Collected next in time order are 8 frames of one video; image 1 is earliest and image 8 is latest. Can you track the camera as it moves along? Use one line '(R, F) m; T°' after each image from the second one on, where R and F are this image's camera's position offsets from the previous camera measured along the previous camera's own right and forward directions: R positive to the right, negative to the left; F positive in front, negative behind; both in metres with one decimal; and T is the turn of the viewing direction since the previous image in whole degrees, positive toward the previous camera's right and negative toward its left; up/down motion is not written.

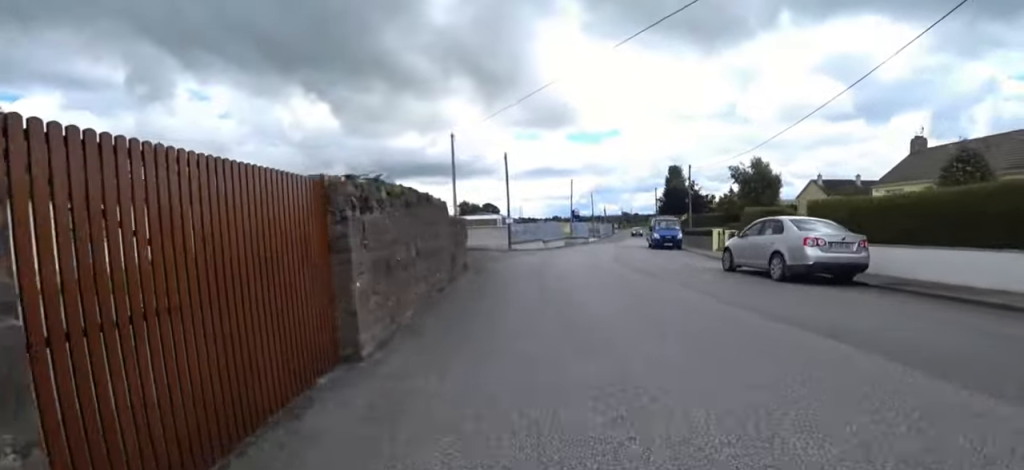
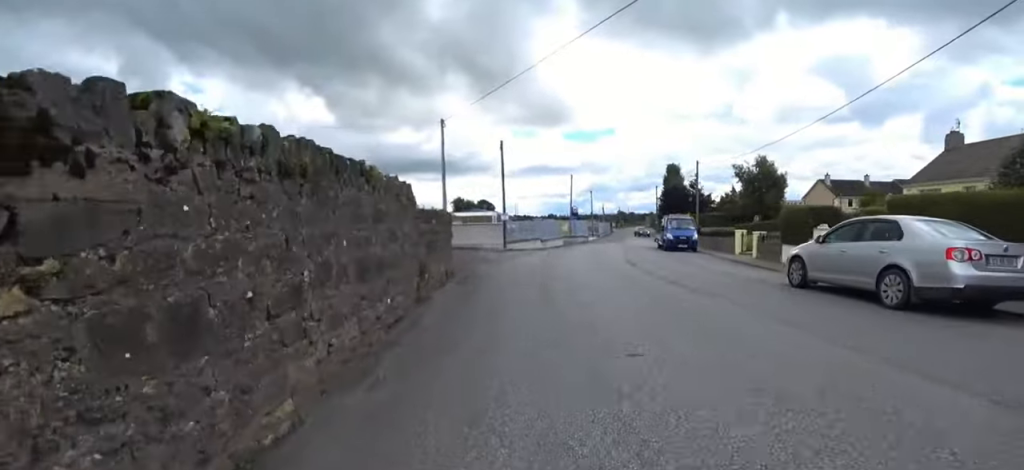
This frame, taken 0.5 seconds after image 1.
(-0.8, +3.3) m; 0°
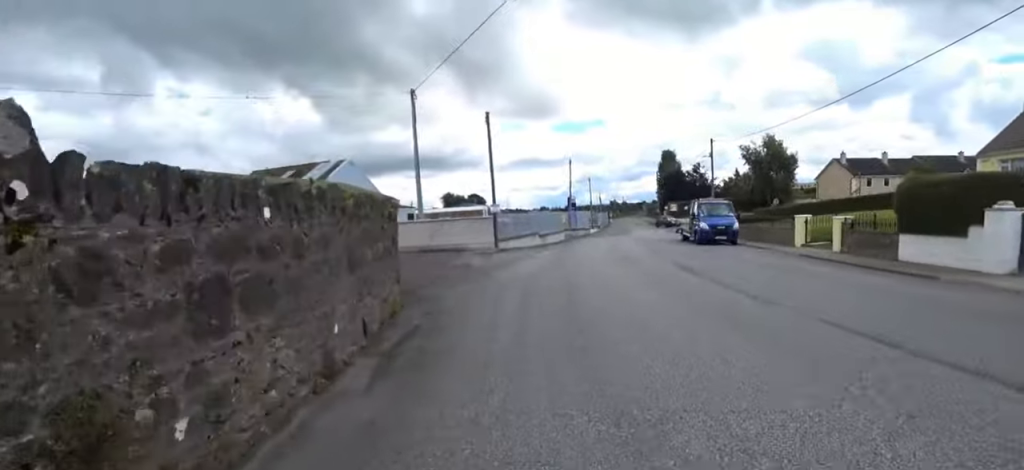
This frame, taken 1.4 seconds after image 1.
(+0.8, +6.0) m; +7°
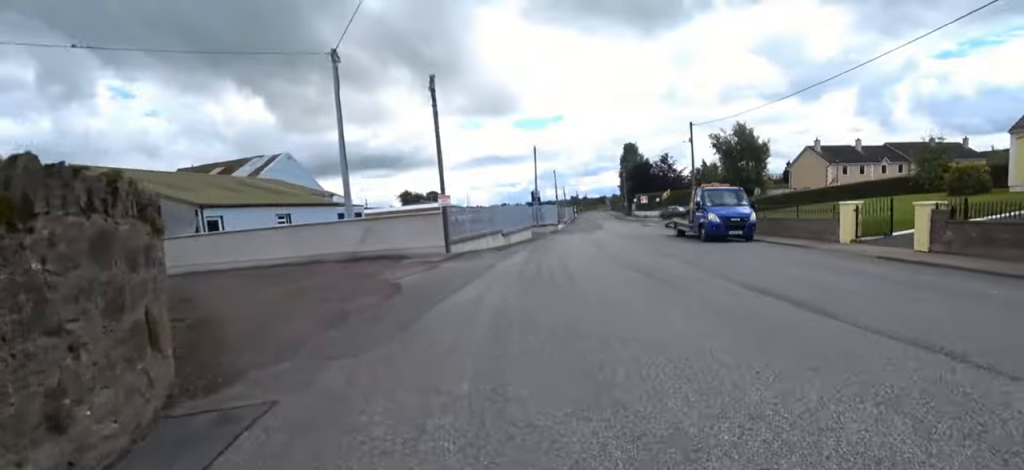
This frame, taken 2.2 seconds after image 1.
(+0.2, +5.4) m; +2°
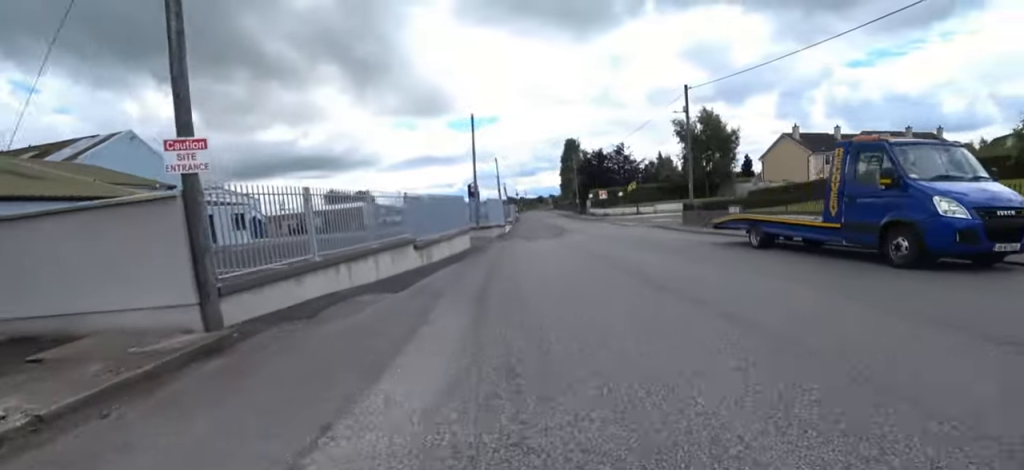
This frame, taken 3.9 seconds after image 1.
(+0.3, +11.9) m; +8°
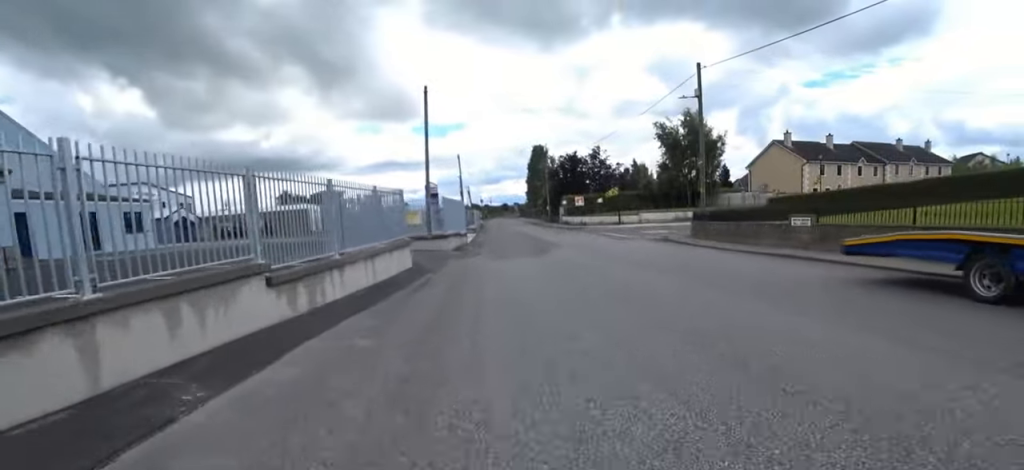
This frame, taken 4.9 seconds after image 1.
(+0.6, +7.1) m; +1°
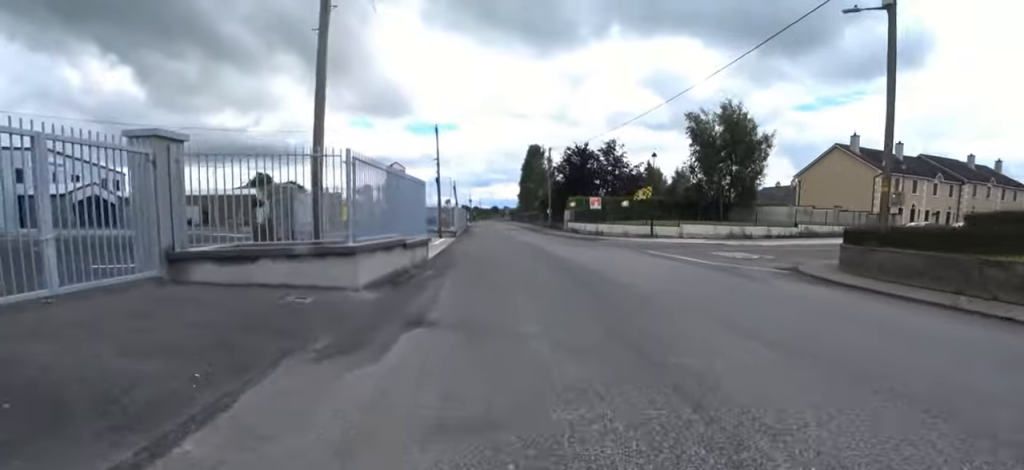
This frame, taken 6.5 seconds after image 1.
(-0.9, +12.9) m; -4°
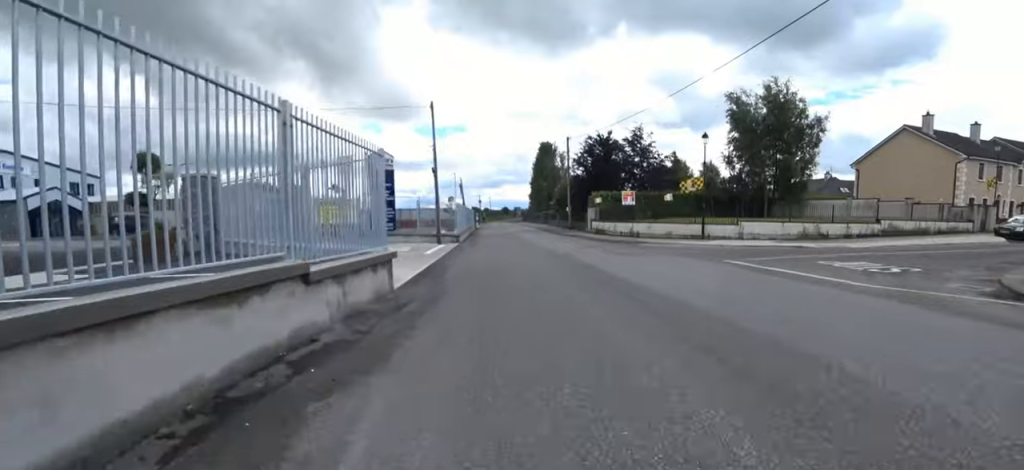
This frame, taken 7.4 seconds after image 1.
(0.0, +6.6) m; 0°
